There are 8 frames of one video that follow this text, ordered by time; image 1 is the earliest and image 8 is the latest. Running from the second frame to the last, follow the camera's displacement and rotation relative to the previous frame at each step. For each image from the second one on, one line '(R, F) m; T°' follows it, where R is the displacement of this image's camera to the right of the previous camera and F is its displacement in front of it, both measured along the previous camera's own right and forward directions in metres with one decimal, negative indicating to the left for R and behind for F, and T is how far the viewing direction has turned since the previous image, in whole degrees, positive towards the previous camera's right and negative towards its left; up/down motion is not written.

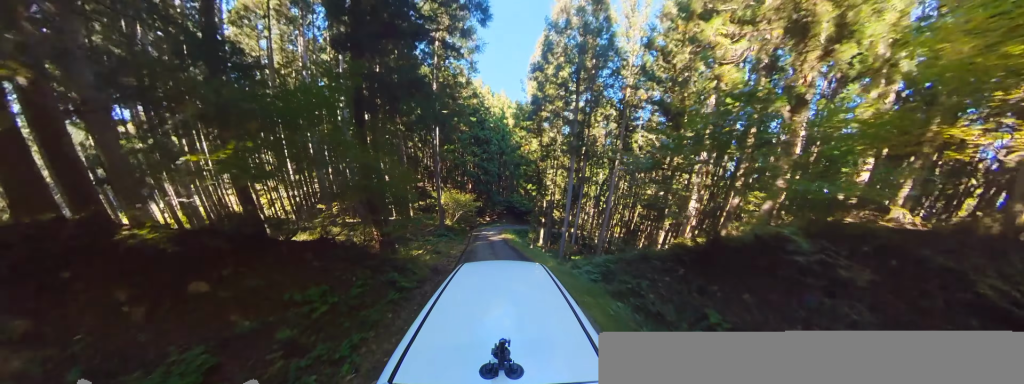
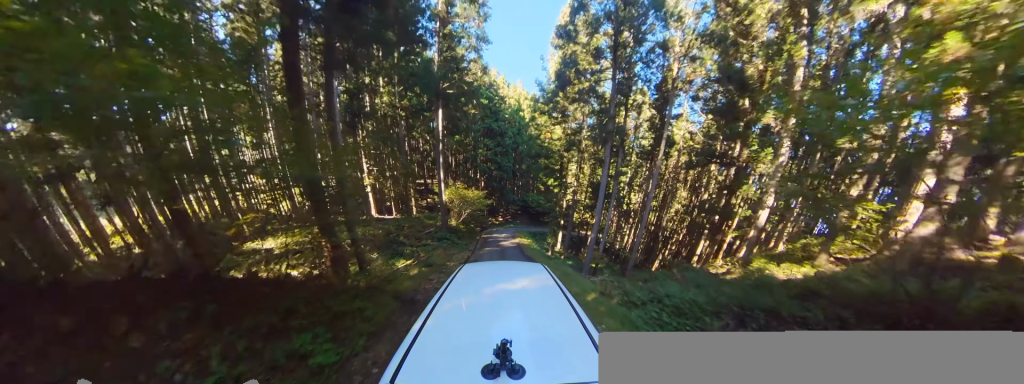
(-0.3, +2.8) m; +7°
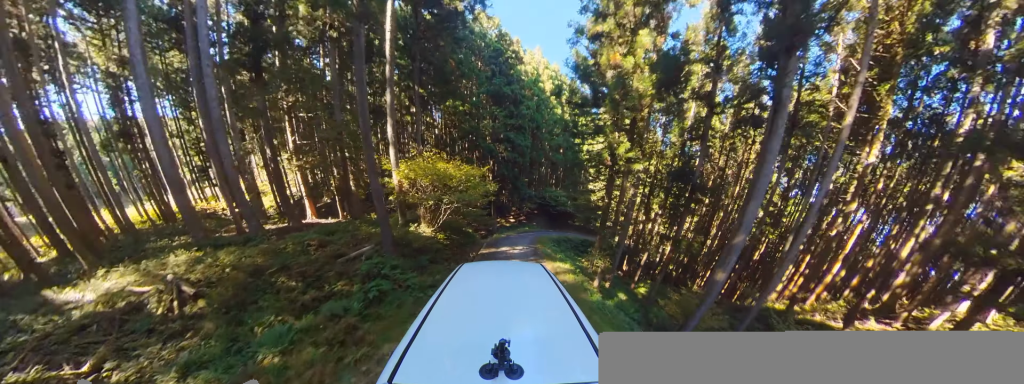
(+1.3, +6.5) m; +33°
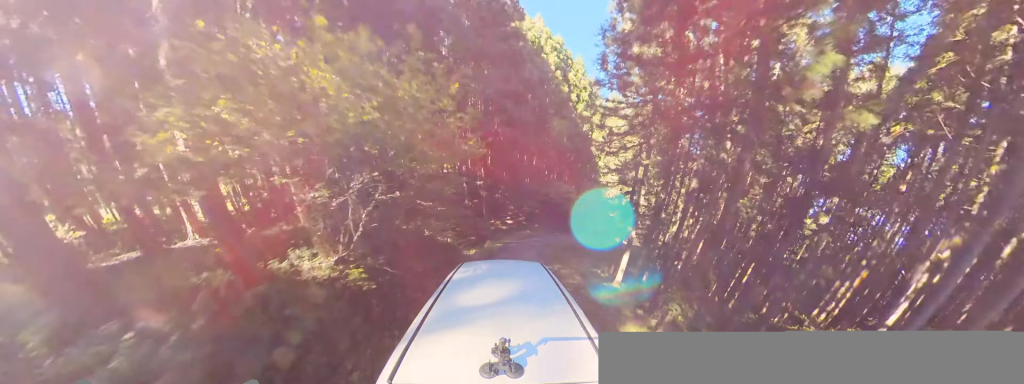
(+1.4, +4.8) m; +22°
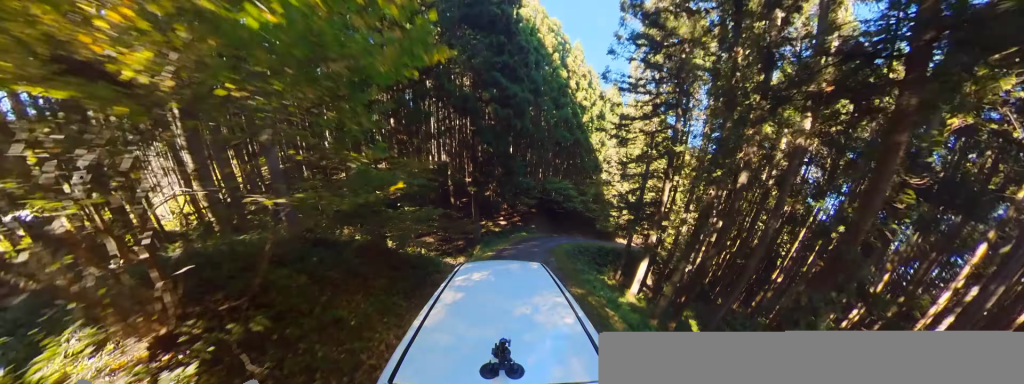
(+0.3, +2.6) m; +8°
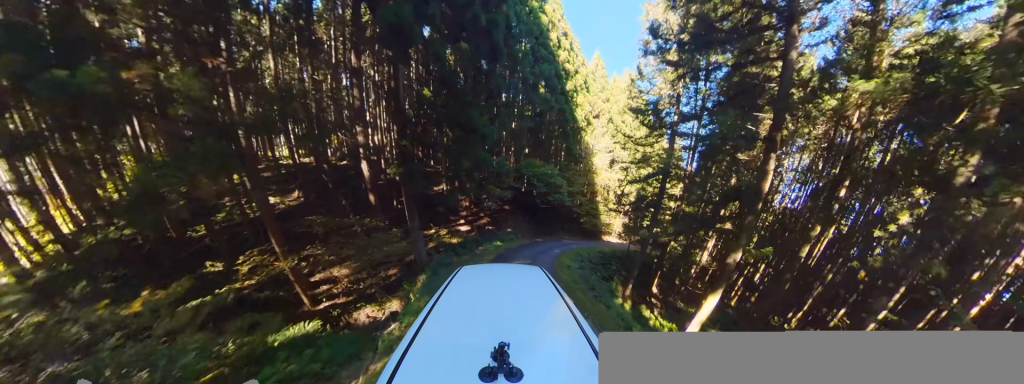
(+0.1, +6.5) m; -1°
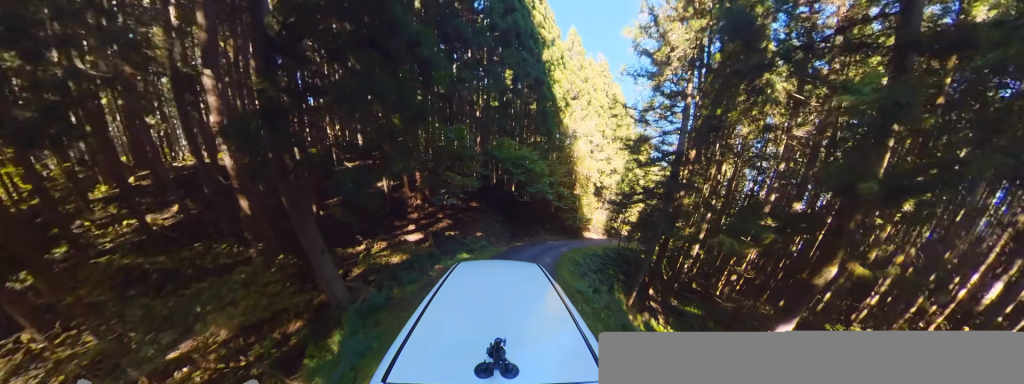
(0.0, +4.0) m; -6°
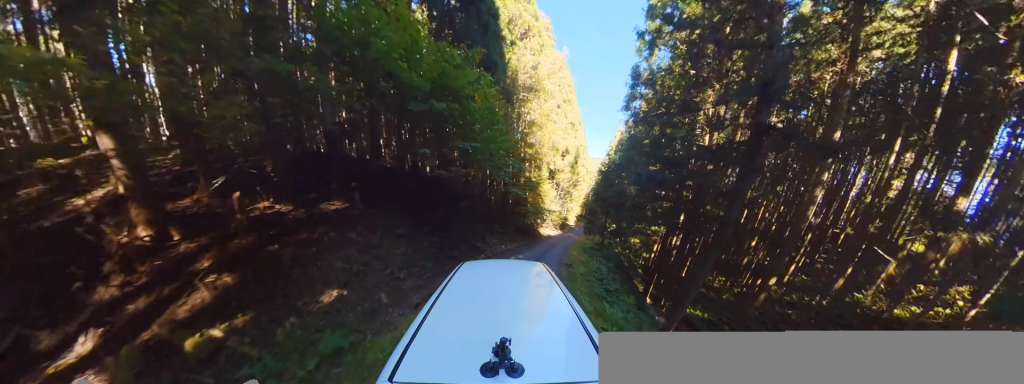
(-1.2, +8.7) m; +13°
